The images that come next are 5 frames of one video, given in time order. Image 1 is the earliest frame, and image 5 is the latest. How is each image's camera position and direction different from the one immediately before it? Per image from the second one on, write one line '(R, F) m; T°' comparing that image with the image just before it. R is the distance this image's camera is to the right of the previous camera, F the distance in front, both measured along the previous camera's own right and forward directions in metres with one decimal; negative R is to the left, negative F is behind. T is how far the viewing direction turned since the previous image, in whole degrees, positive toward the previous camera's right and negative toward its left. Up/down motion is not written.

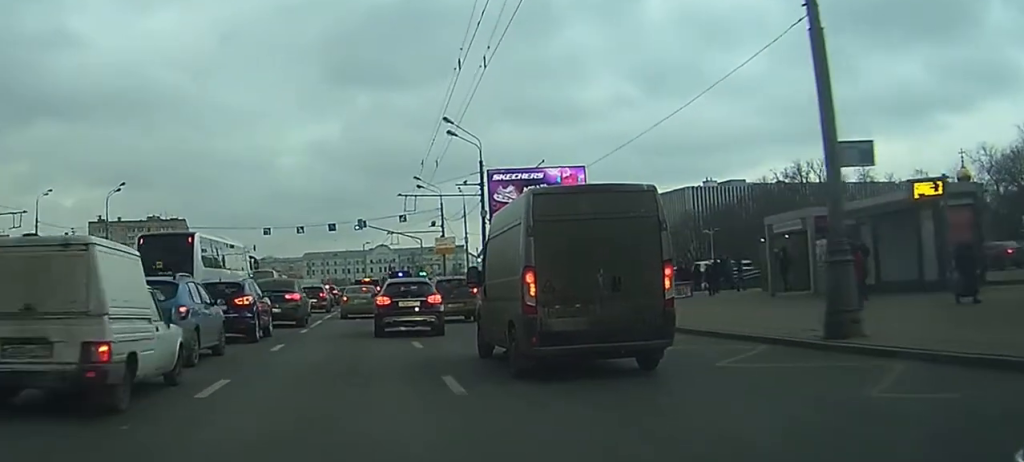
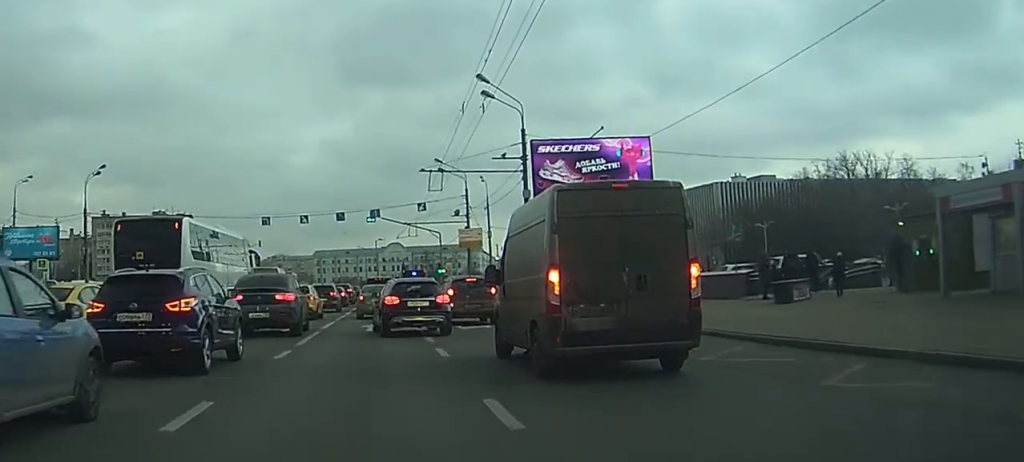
(-0.1, +10.8) m; -1°
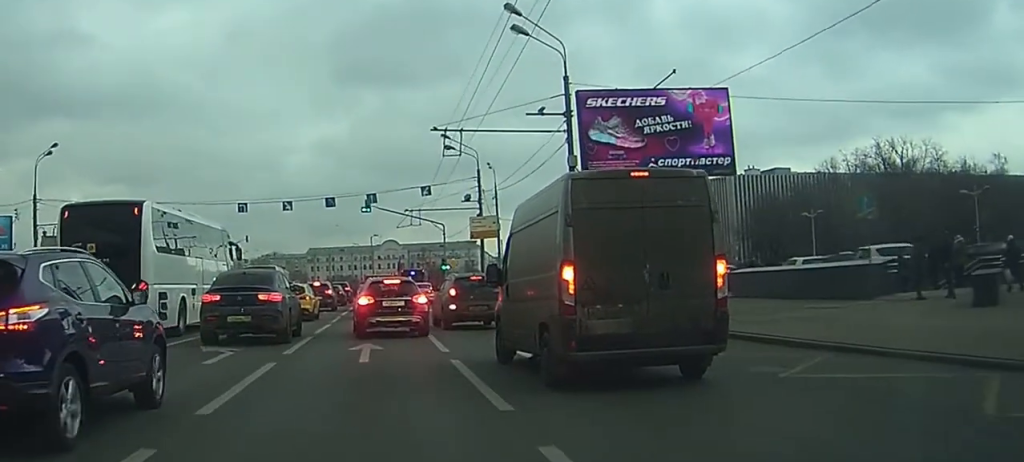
(+0.1, +11.1) m; +1°
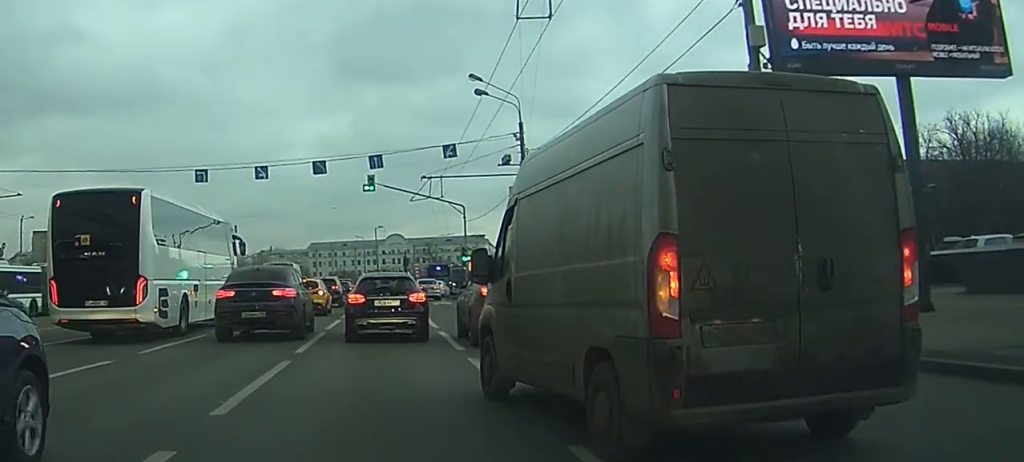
(-0.3, +15.8) m; -3°
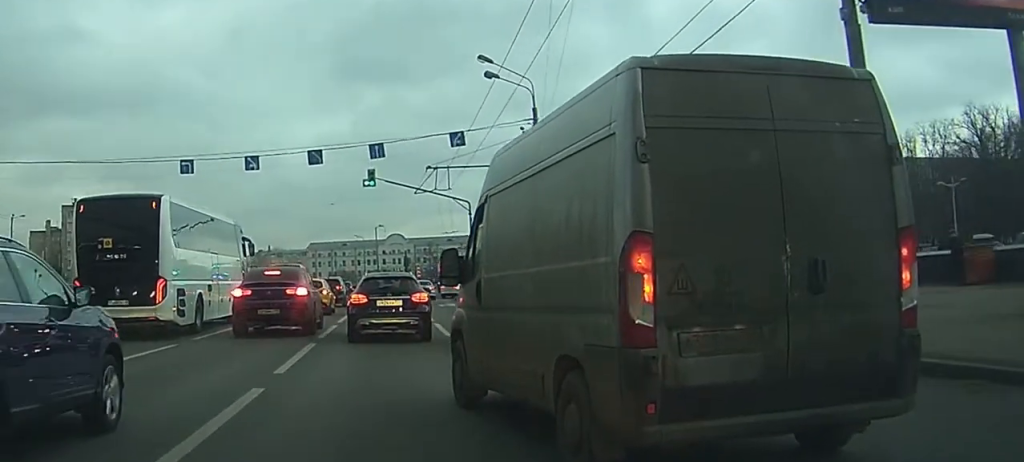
(0.0, +4.2) m; +2°
